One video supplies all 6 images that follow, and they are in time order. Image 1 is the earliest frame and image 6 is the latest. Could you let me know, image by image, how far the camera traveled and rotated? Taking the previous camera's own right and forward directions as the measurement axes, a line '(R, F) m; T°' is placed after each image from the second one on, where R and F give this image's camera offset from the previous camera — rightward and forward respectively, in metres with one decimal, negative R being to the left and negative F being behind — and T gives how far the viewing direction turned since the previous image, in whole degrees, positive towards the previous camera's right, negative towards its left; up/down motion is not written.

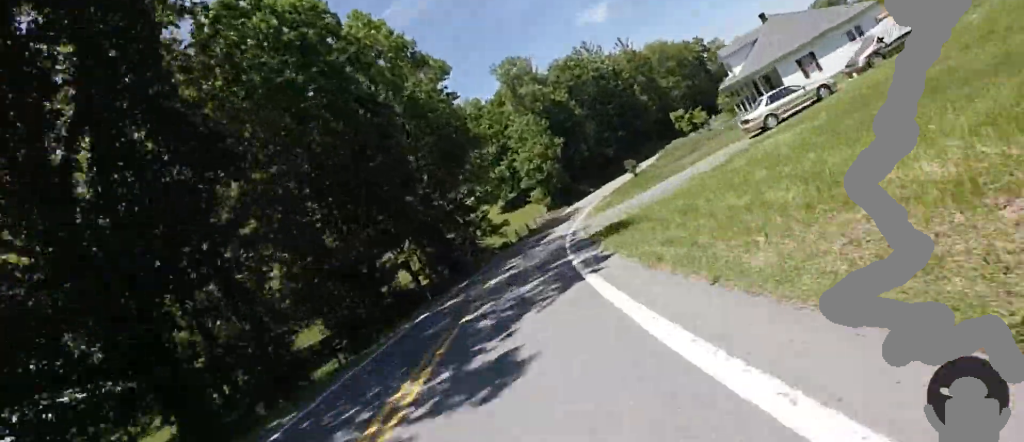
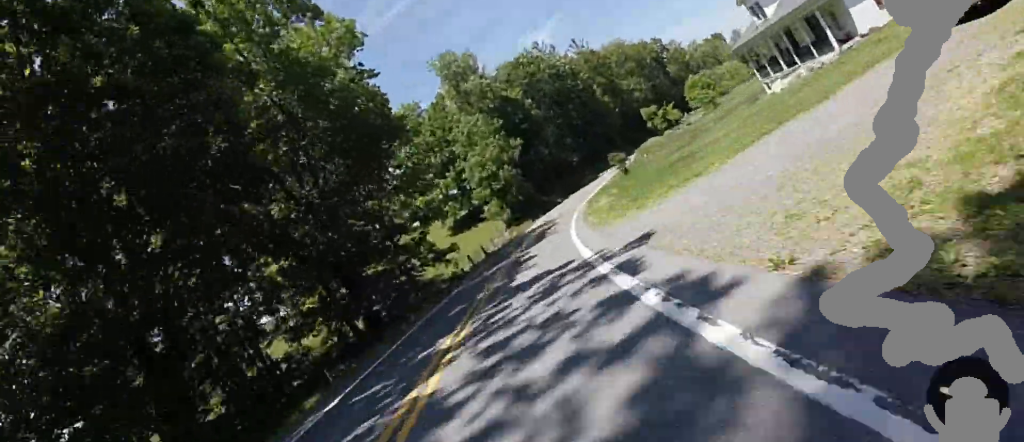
(+0.5, +14.4) m; +5°
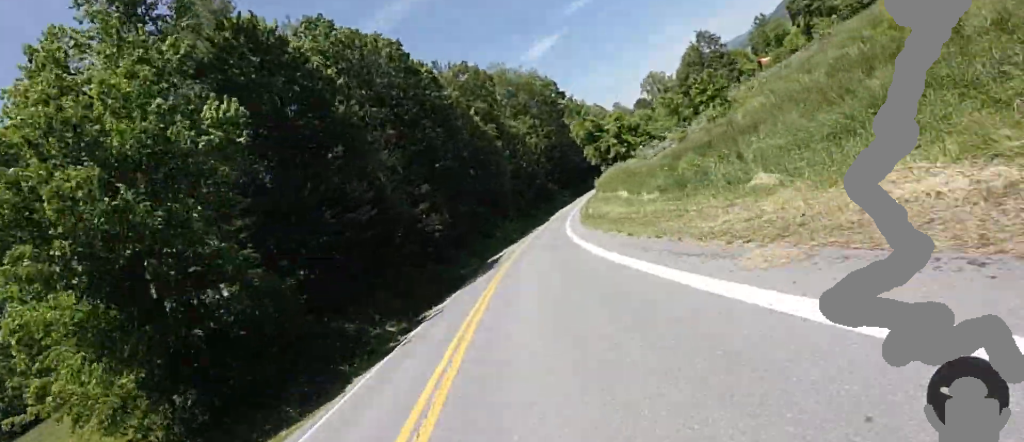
(+8.3, +41.7) m; +28°
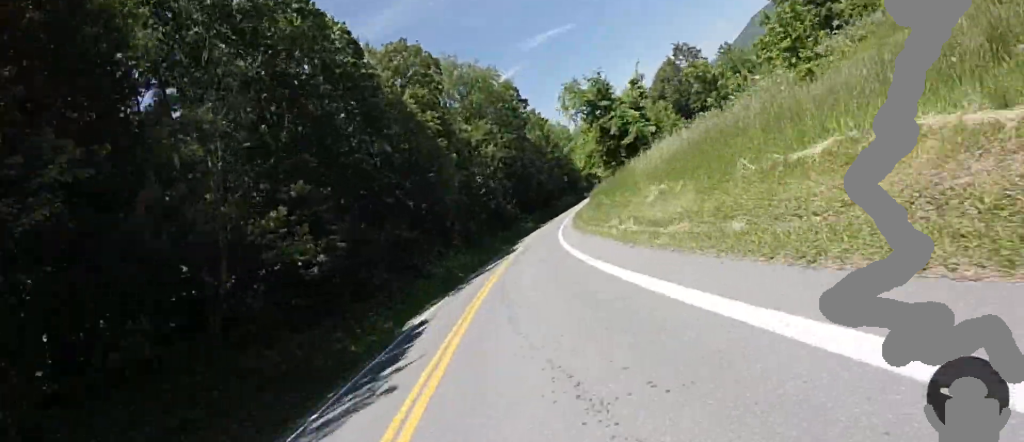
(+1.6, +17.0) m; +7°
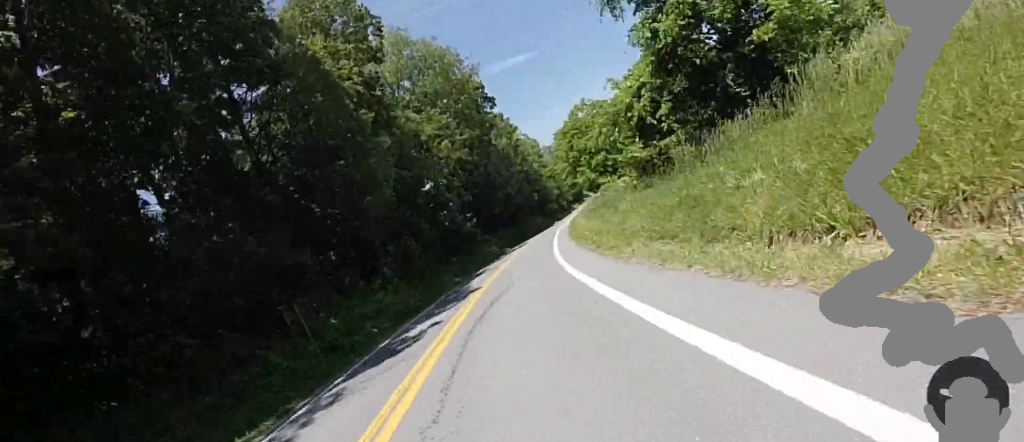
(+0.4, +14.6) m; +5°
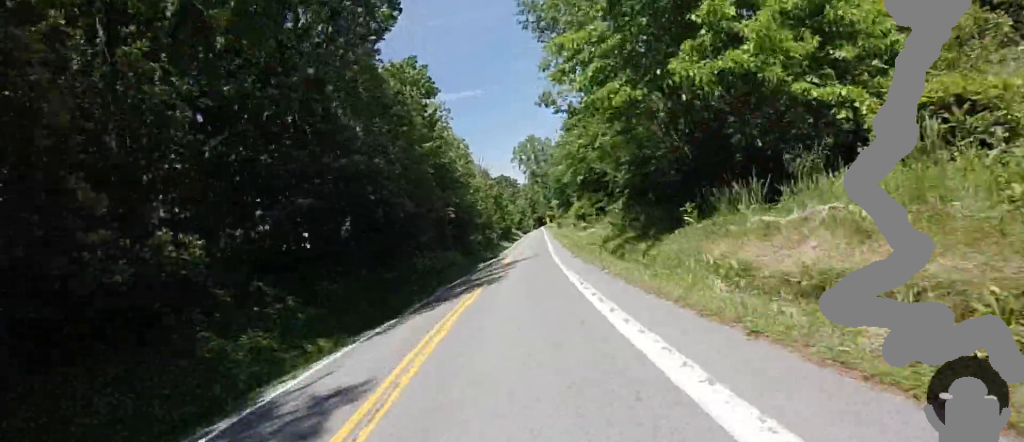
(+2.6, +38.6) m; +5°
